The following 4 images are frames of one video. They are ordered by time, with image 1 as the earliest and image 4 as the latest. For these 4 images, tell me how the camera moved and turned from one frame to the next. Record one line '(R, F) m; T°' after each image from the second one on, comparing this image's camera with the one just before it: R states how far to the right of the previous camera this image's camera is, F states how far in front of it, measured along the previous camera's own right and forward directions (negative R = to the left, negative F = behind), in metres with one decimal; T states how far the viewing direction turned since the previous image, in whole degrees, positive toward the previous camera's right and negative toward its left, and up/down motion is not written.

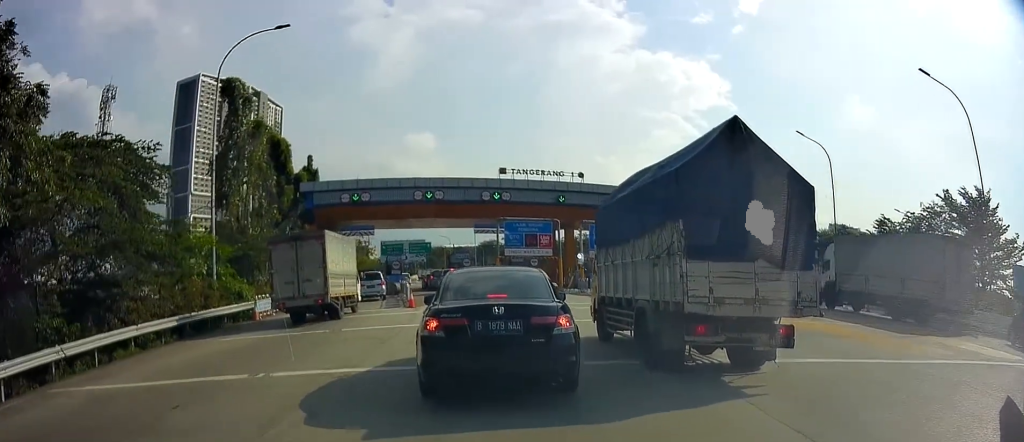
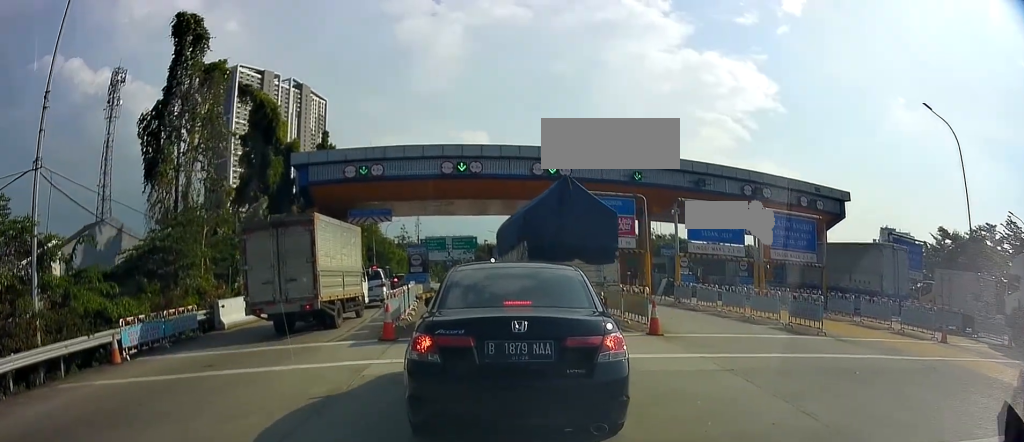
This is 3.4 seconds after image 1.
(-0.1, +13.3) m; -3°
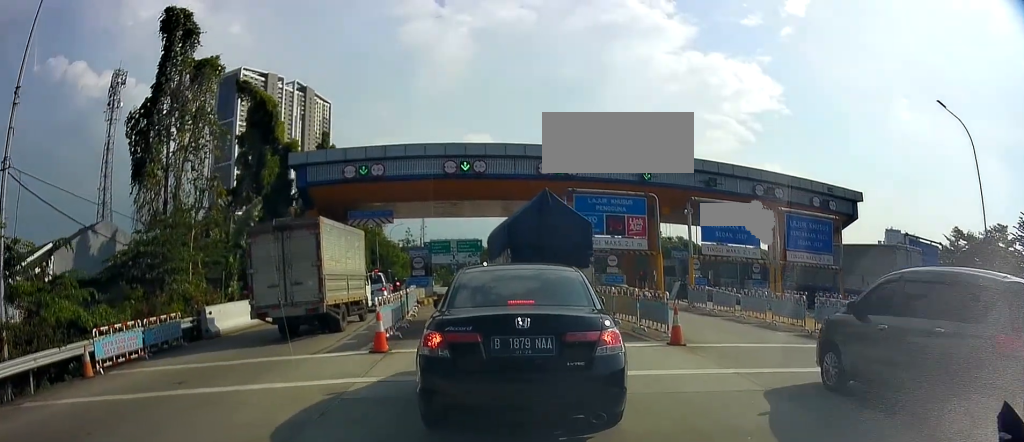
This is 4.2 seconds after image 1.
(0.0, +1.7) m; -3°
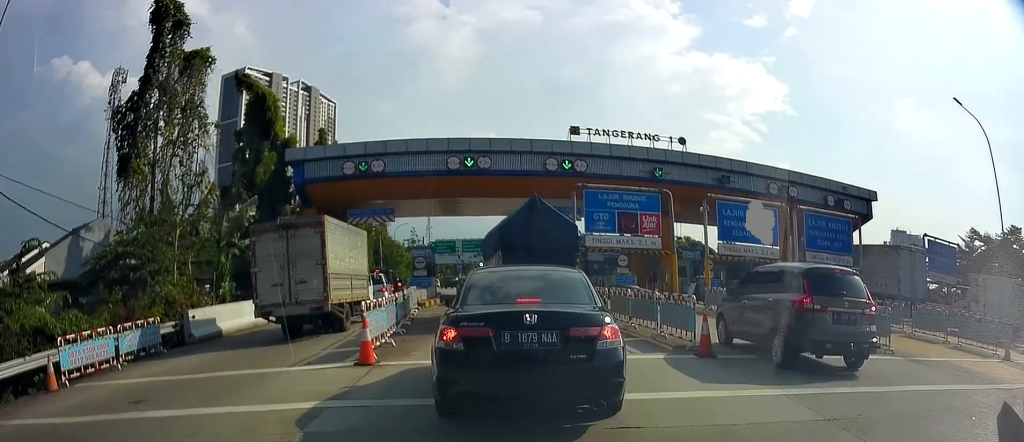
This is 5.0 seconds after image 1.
(-0.1, +1.7) m; +1°
